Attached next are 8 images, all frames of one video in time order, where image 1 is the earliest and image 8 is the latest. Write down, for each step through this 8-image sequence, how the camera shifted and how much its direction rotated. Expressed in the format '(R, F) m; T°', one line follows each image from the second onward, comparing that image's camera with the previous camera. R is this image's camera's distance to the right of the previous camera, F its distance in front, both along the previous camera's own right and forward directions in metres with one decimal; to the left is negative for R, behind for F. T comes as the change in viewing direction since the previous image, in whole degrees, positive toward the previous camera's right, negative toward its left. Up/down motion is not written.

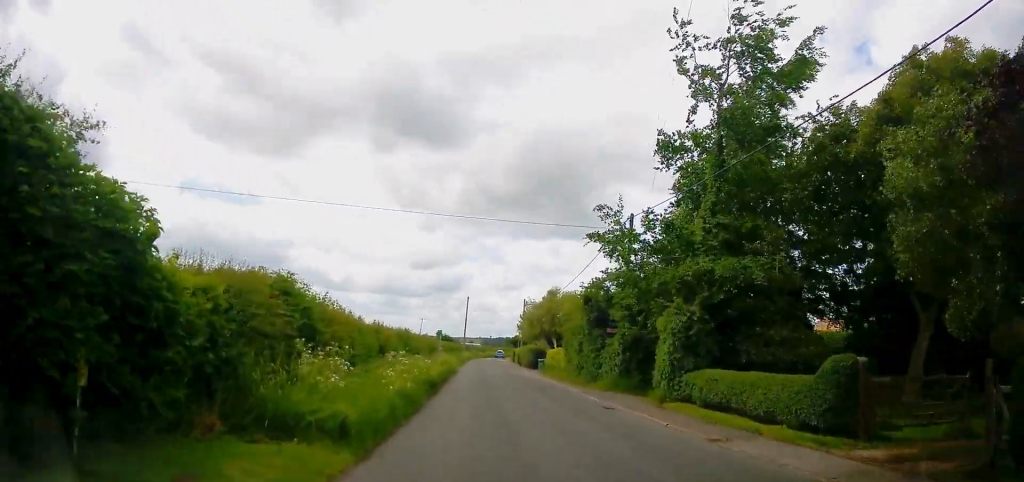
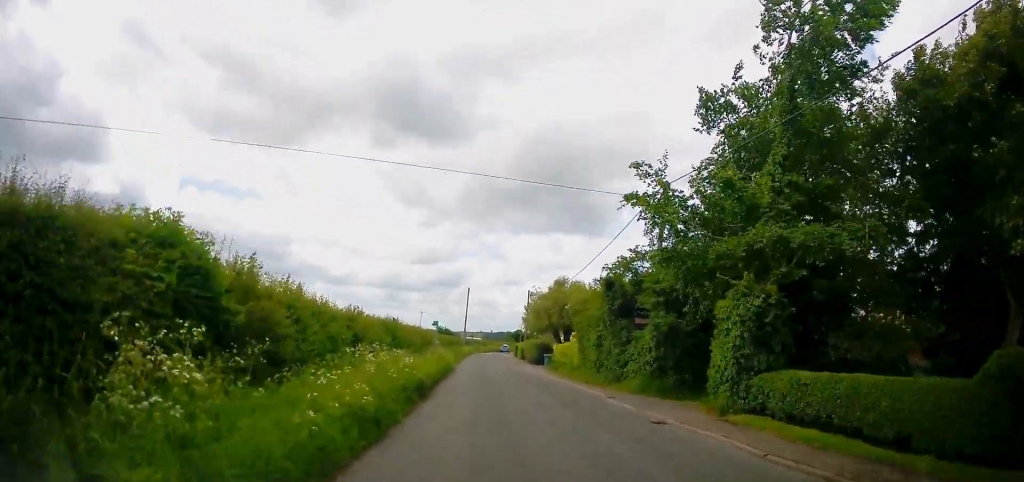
(+0.3, +4.5) m; 0°
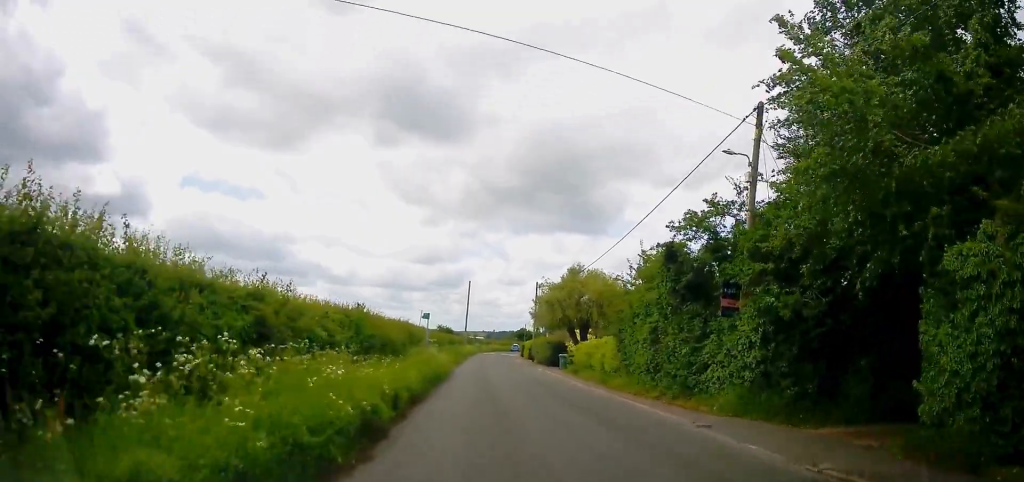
(-0.1, +7.5) m; -1°
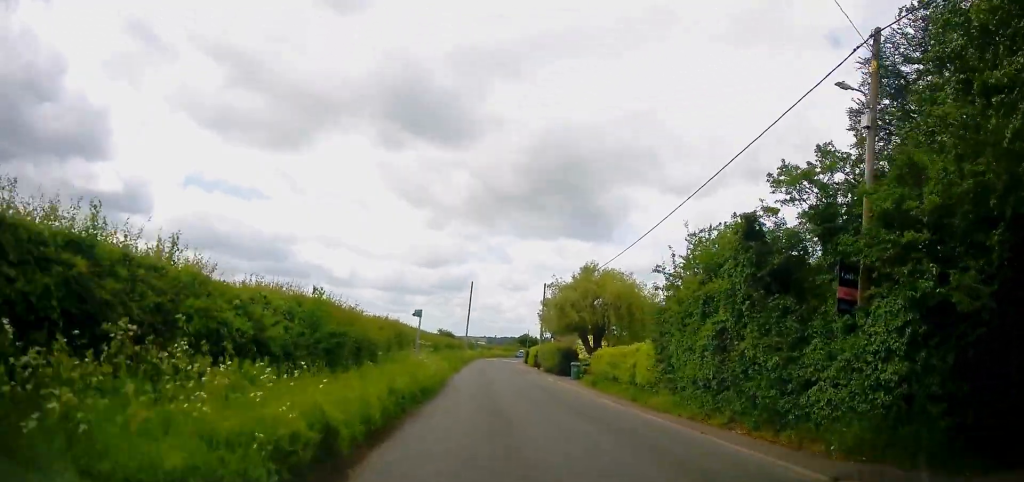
(-0.2, +4.7) m; -1°
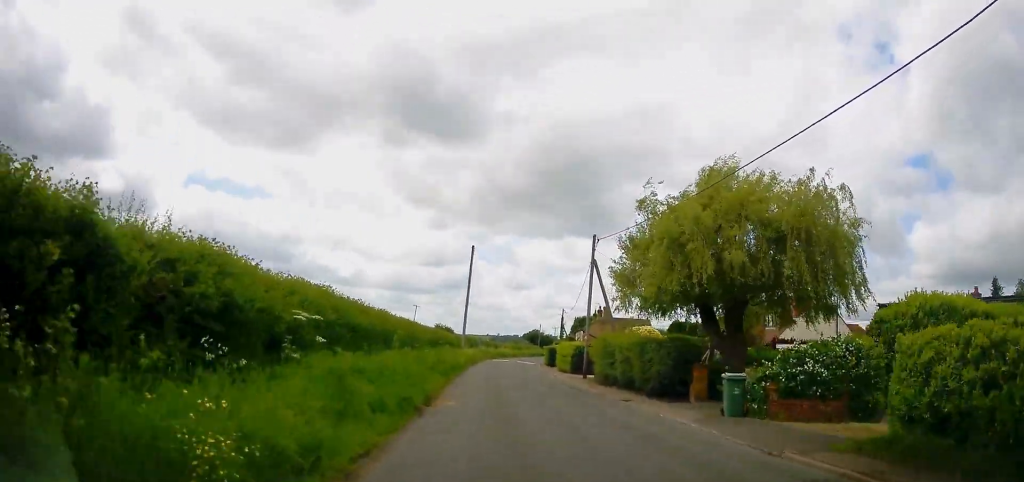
(+1.1, +23.1) m; +3°
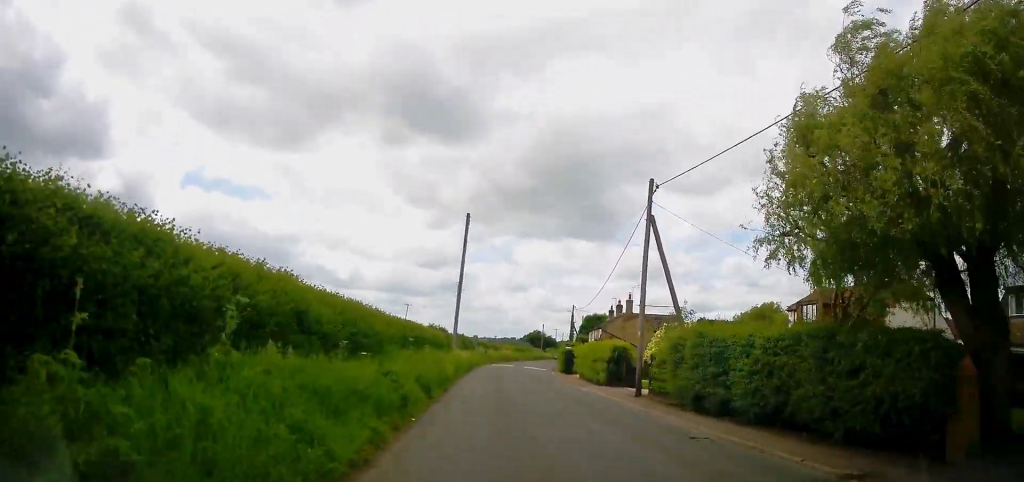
(-0.1, +11.8) m; -1°
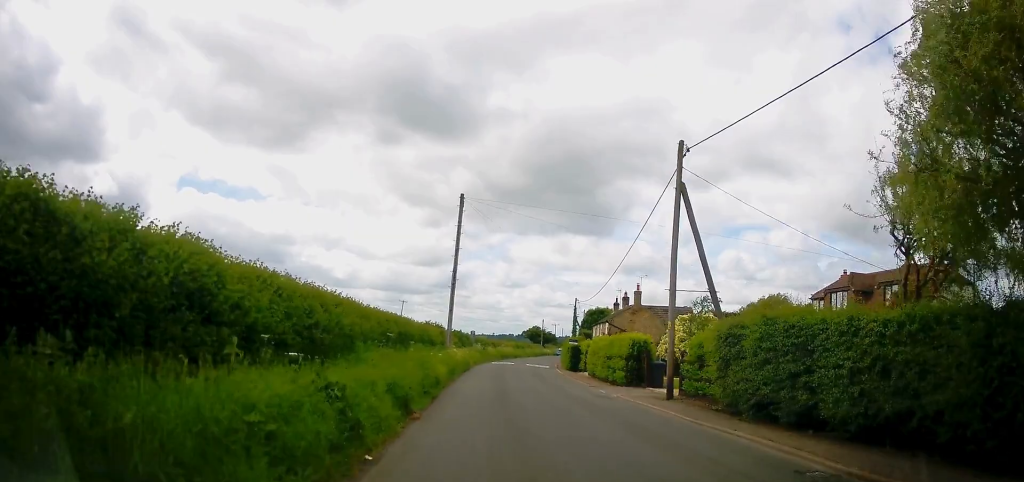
(0.0, +3.9) m; 0°
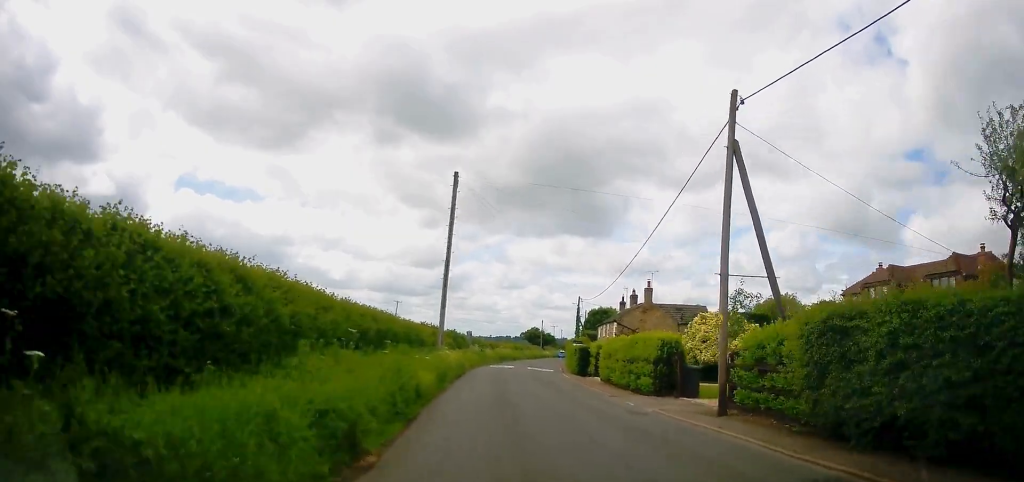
(+0.1, +4.3) m; 0°
